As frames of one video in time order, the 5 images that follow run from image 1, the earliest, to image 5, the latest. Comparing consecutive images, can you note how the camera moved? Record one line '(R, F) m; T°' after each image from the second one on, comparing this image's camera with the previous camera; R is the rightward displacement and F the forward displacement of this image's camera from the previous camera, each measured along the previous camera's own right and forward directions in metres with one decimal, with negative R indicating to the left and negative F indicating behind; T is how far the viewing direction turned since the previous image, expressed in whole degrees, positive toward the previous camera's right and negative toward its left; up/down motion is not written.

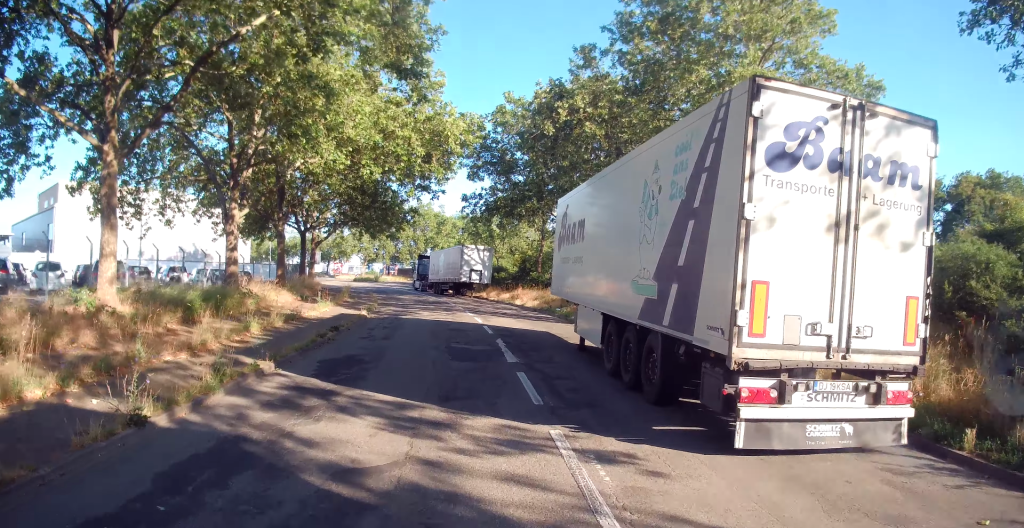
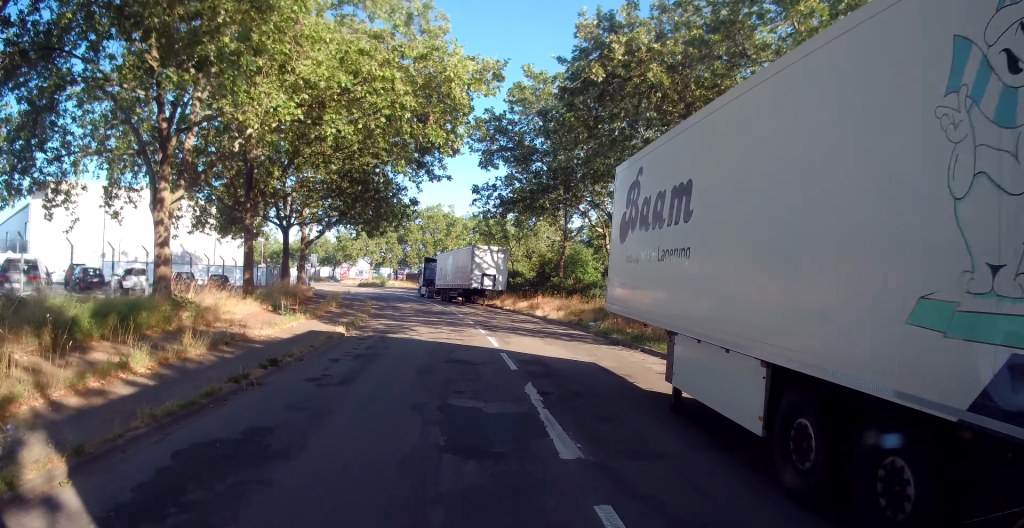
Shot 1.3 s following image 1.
(-0.2, +6.5) m; +1°
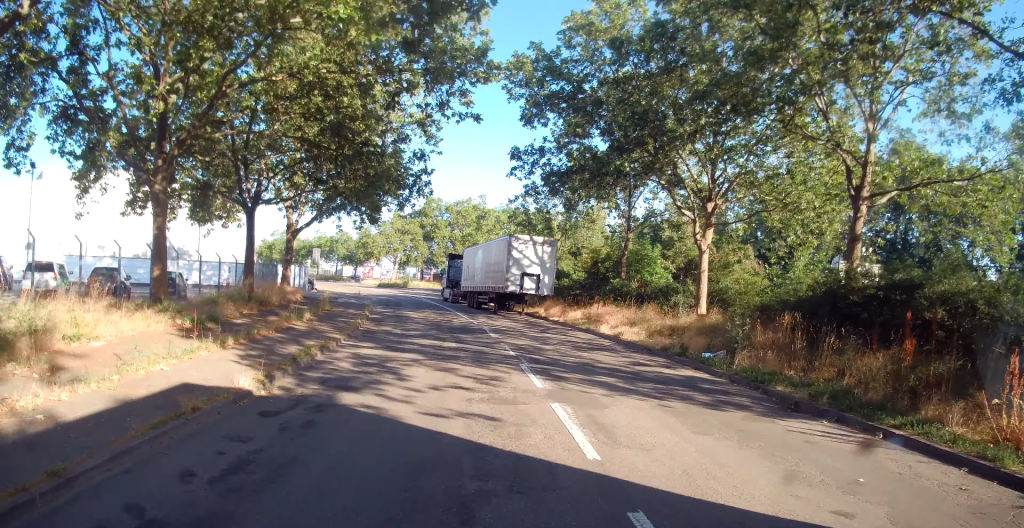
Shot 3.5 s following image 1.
(+0.6, +11.2) m; 0°
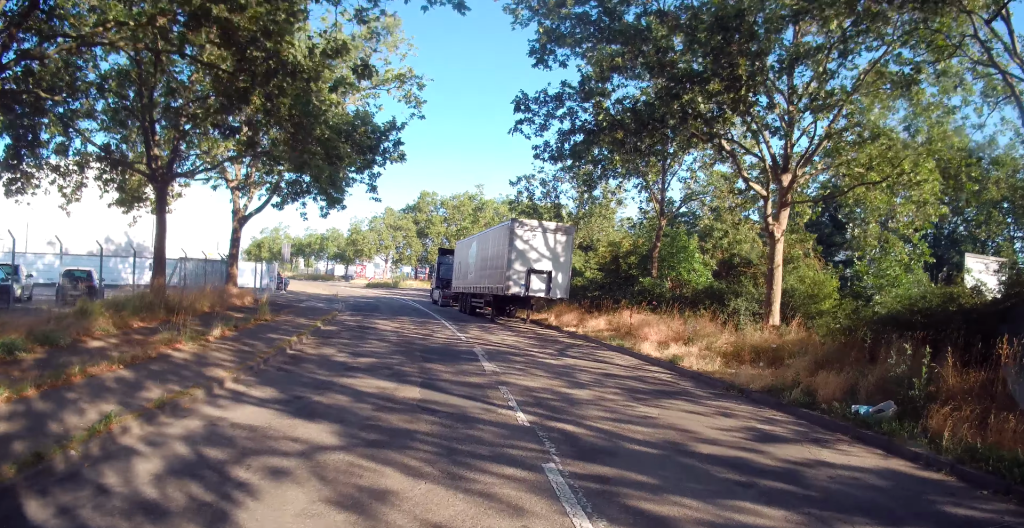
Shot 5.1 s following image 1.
(-0.5, +7.5) m; -4°
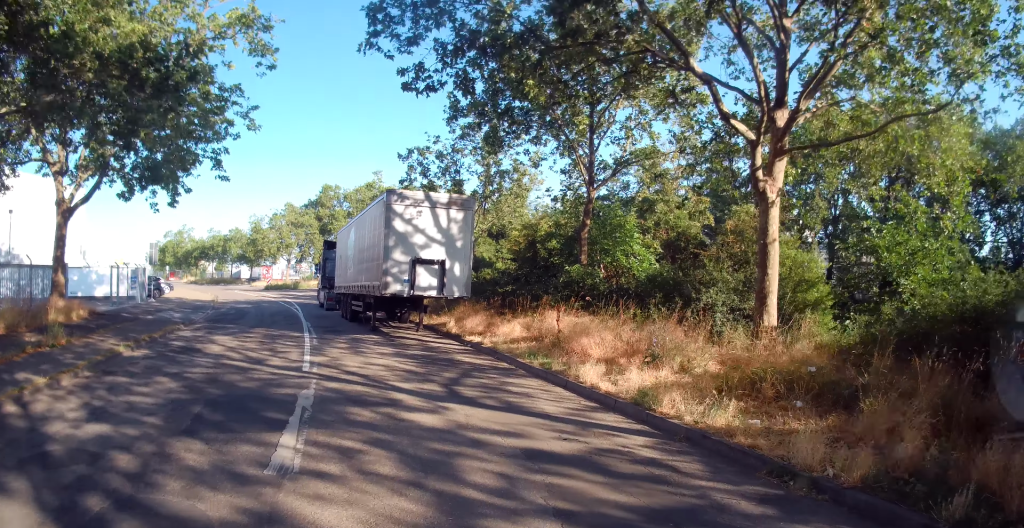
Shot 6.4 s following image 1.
(+0.3, +6.4) m; +5°
